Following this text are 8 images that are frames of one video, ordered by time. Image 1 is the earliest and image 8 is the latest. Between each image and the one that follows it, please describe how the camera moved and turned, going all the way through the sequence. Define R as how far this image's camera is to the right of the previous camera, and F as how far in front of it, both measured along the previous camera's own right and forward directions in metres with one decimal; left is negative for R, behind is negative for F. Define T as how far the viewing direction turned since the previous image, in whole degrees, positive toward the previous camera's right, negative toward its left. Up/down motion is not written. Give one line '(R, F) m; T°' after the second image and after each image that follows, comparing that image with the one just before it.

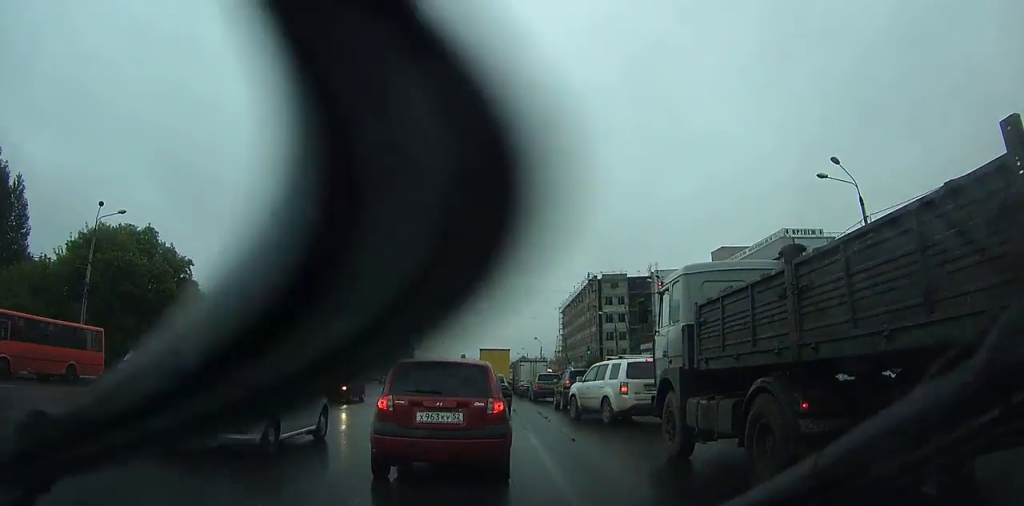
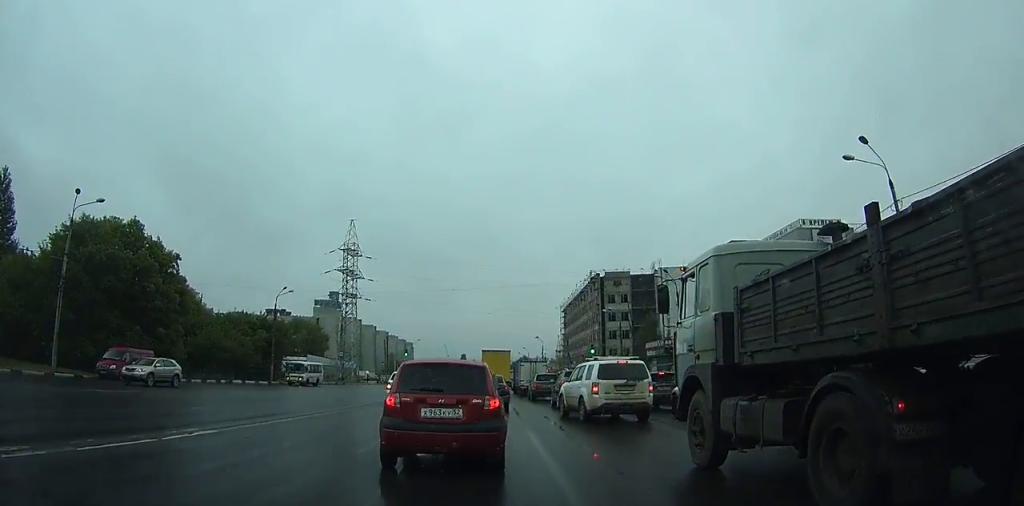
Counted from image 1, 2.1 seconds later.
(+0.2, +3.4) m; +3°
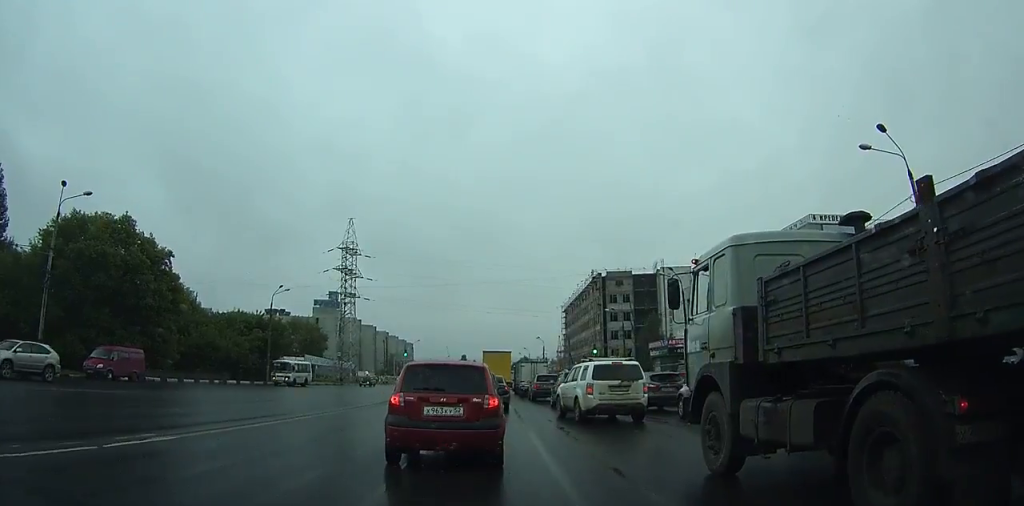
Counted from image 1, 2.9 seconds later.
(0.0, +1.5) m; 0°
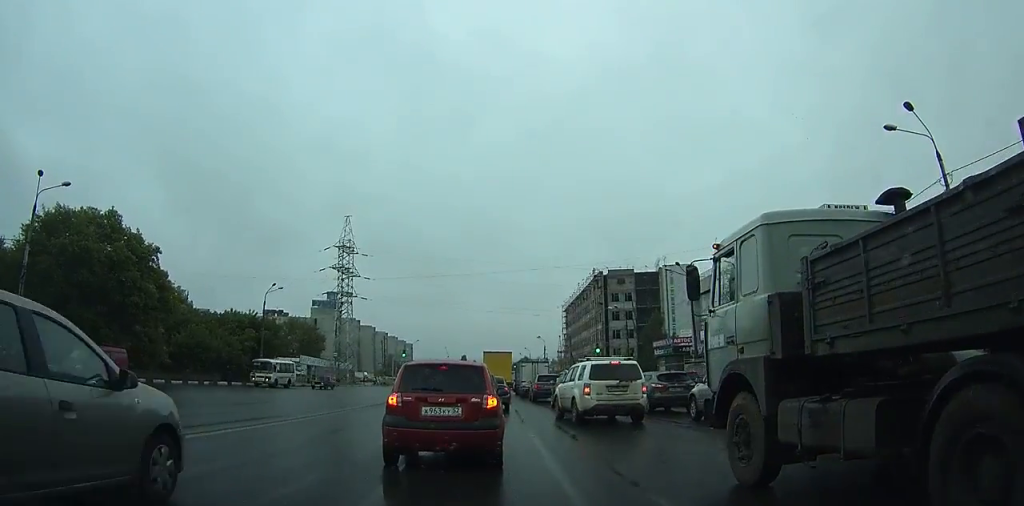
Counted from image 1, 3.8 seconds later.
(0.0, +1.7) m; 0°
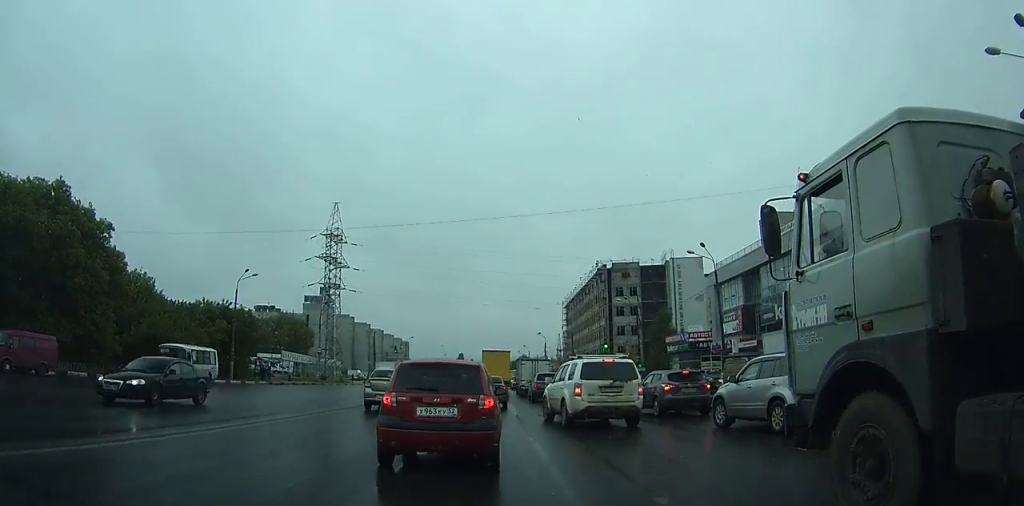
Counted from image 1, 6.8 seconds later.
(-0.1, +6.5) m; -1°
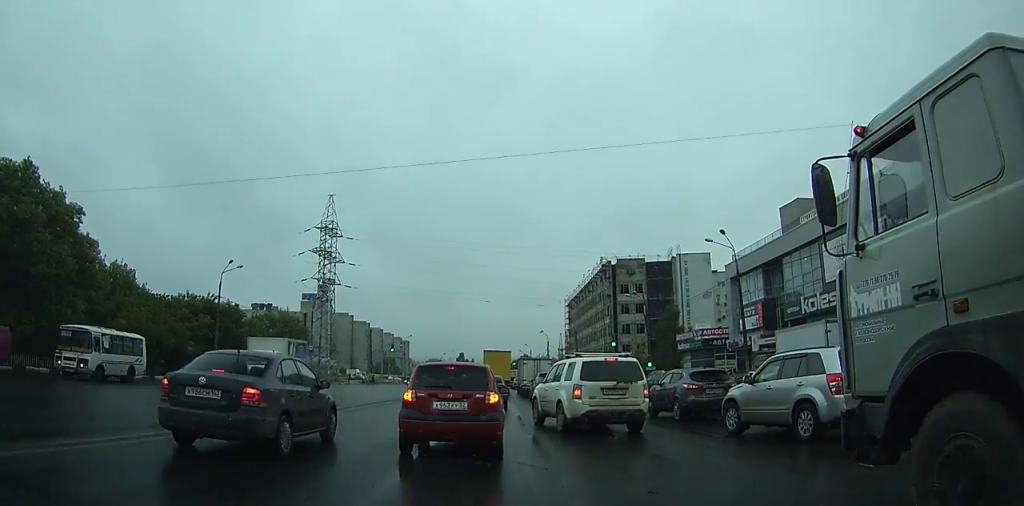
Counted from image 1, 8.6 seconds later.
(0.0, +4.2) m; -1°
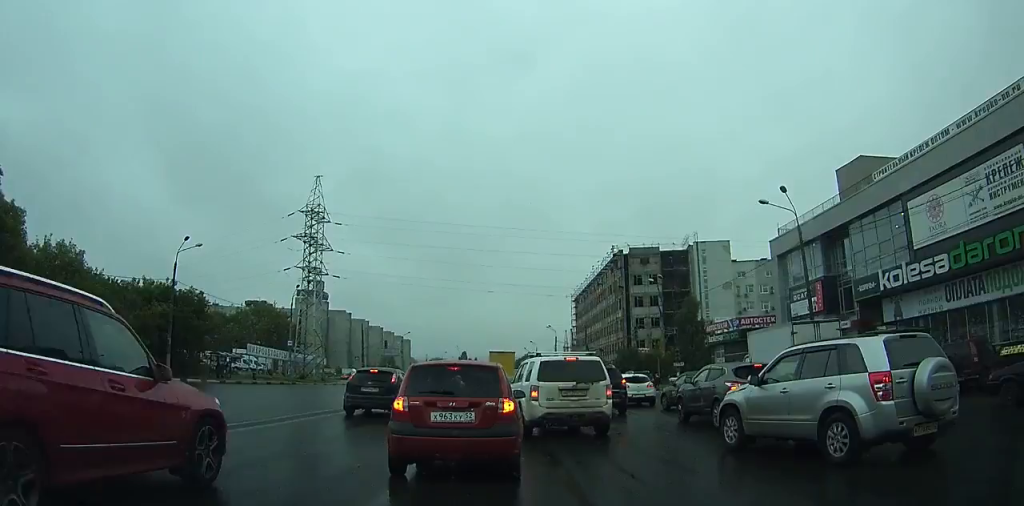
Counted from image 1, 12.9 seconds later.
(+0.3, +9.6) m; +5°
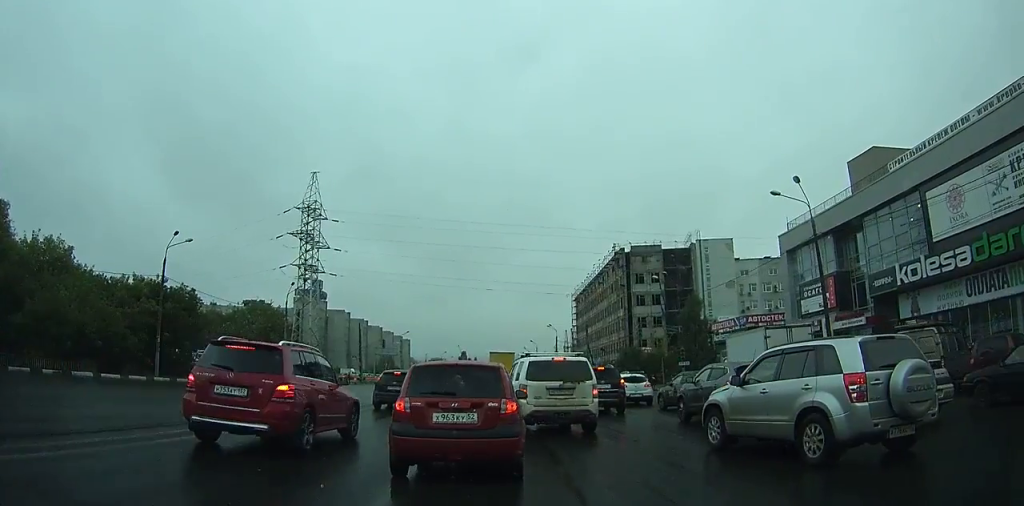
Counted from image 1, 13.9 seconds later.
(0.0, +2.1) m; +1°
